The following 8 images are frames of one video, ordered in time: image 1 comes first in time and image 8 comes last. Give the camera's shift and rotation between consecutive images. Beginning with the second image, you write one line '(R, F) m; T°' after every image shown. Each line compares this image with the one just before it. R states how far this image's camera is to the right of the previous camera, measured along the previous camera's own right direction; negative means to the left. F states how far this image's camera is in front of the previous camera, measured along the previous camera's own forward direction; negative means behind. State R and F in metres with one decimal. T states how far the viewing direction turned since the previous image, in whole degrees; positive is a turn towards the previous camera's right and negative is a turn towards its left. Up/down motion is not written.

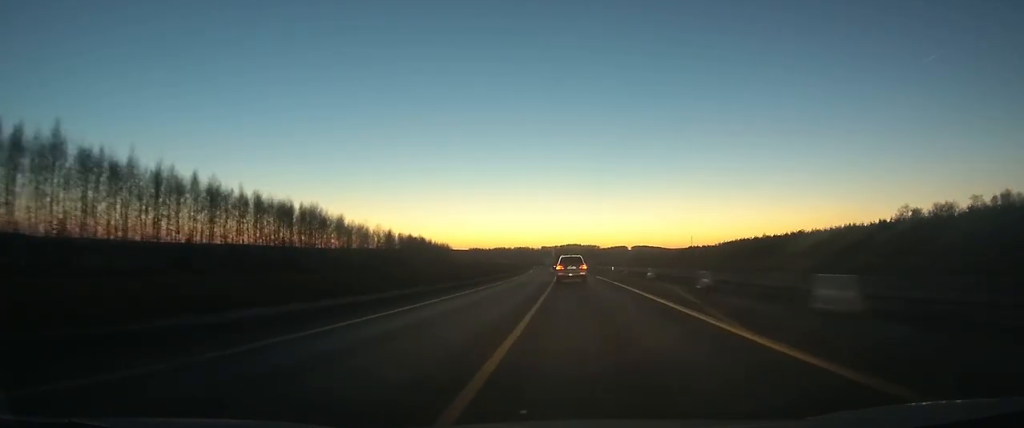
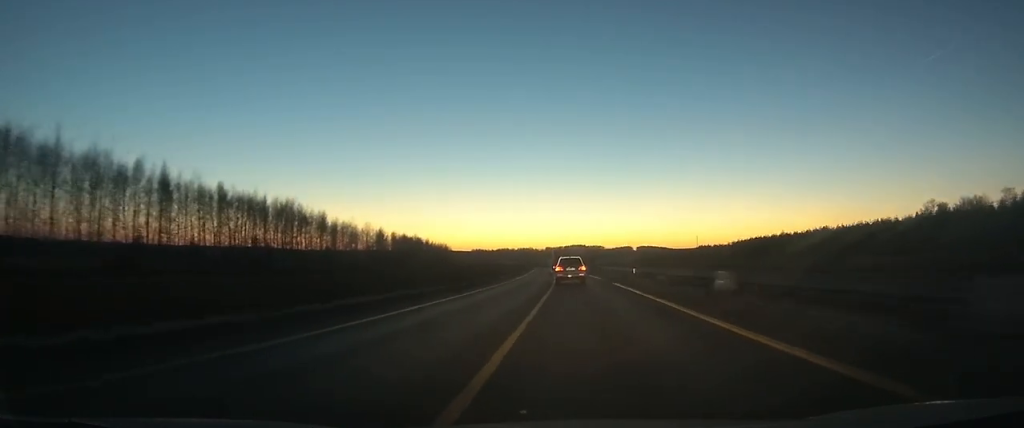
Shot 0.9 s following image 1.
(-0.1, +16.2) m; 0°
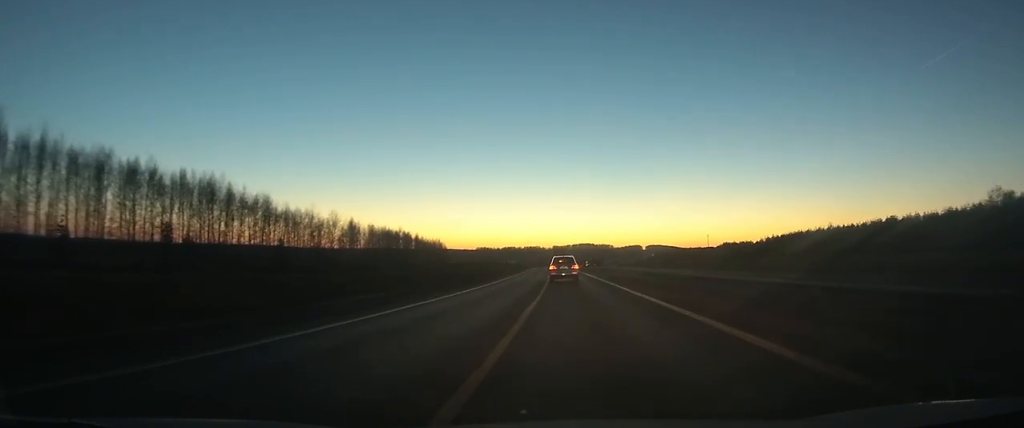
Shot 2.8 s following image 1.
(-0.3, +38.4) m; -1°
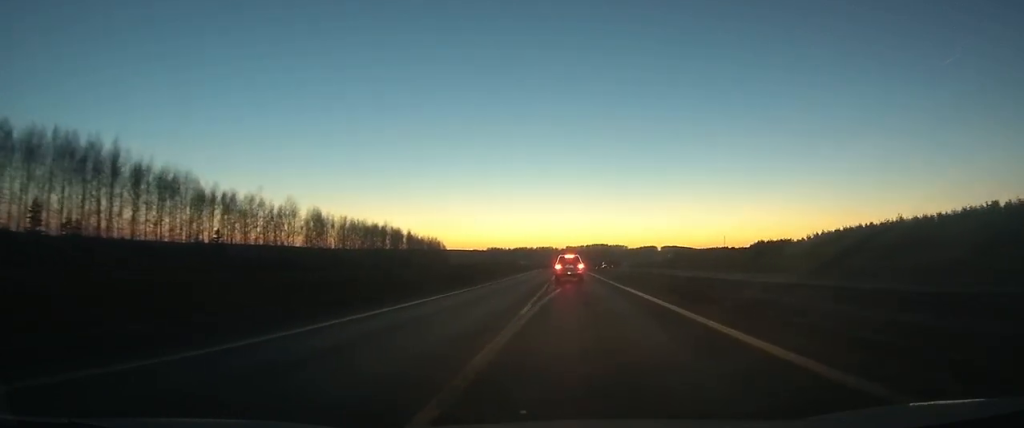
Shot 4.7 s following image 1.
(-0.2, +39.2) m; -1°
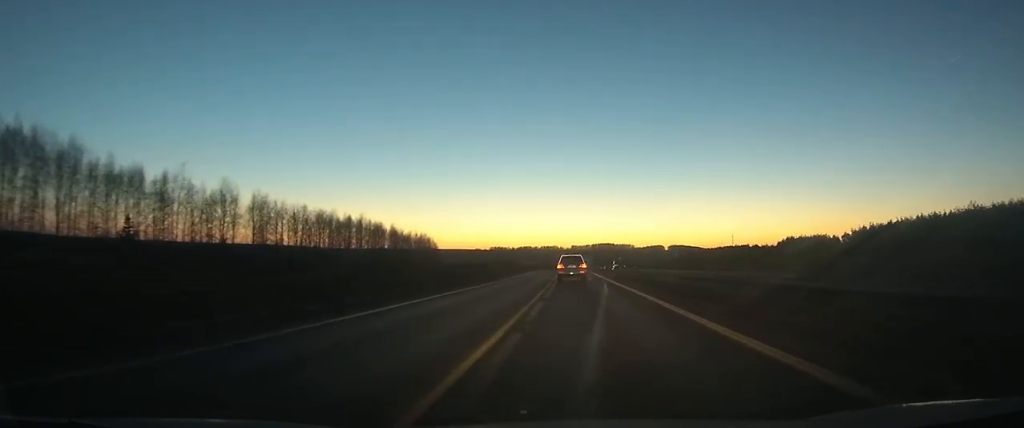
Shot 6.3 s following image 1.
(-0.4, +32.4) m; -1°
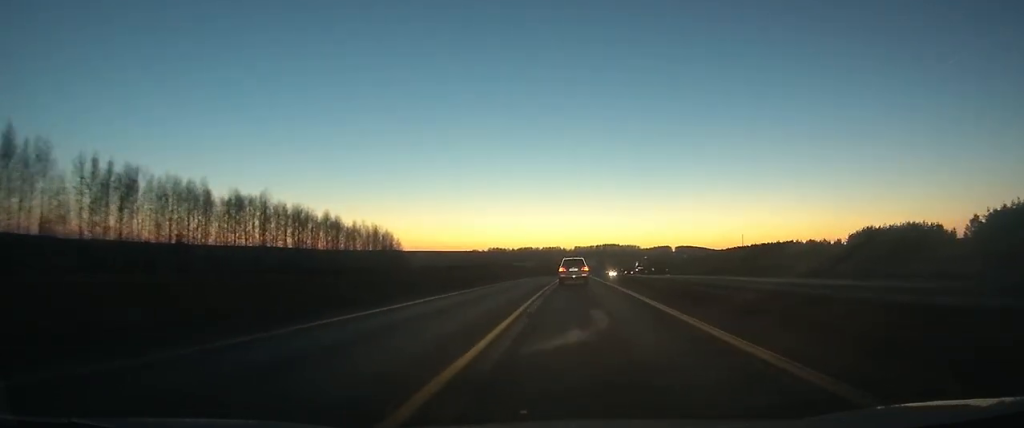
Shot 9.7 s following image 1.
(-0.6, +60.7) m; -1°
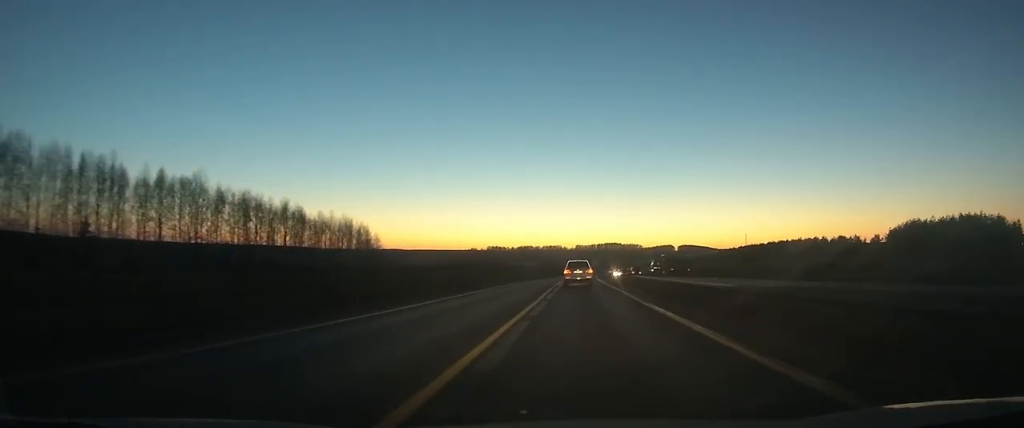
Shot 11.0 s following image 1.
(0.0, +21.6) m; 0°
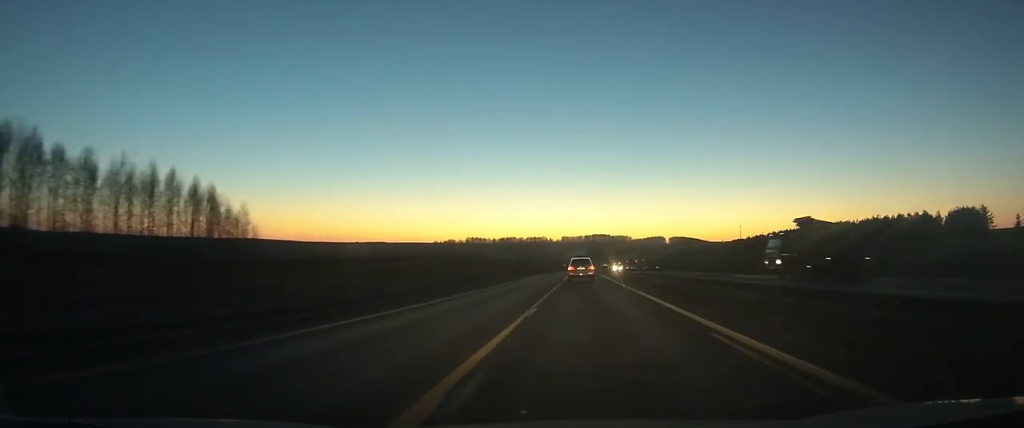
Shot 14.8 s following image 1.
(+0.3, +64.5) m; +1°
